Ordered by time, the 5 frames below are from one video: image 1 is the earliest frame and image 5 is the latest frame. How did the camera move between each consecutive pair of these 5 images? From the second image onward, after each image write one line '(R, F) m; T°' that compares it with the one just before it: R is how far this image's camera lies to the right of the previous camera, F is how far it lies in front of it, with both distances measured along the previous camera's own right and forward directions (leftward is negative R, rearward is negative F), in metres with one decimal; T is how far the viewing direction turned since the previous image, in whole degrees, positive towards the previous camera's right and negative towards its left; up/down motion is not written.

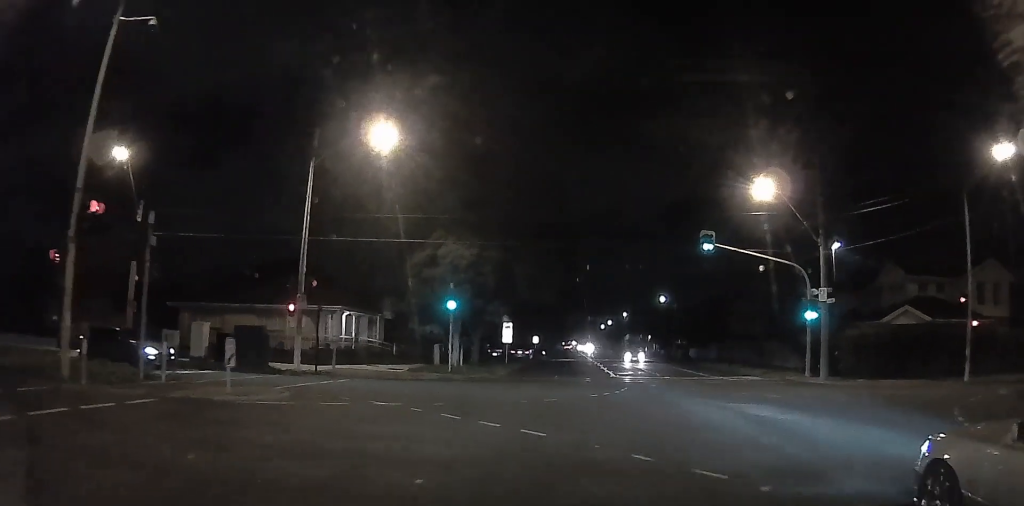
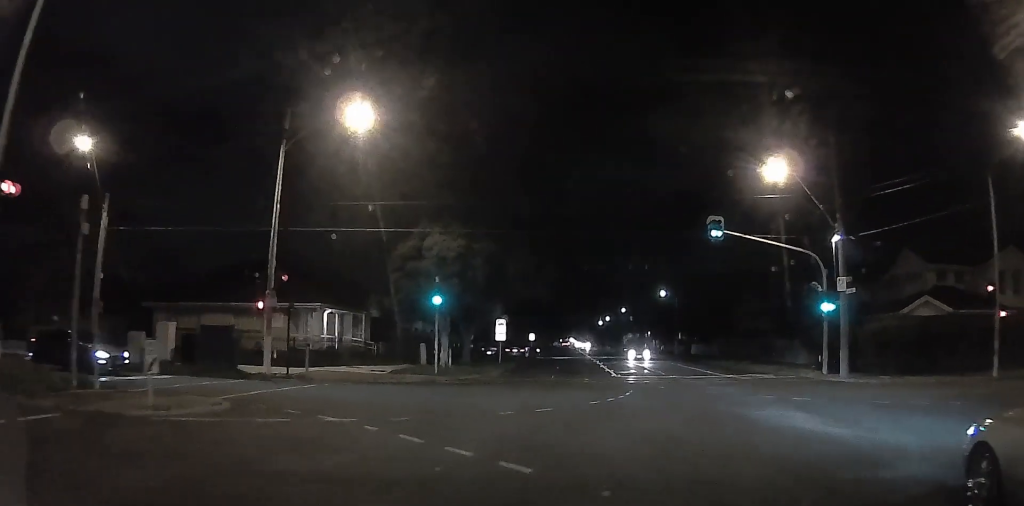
(0.0, +2.0) m; 0°
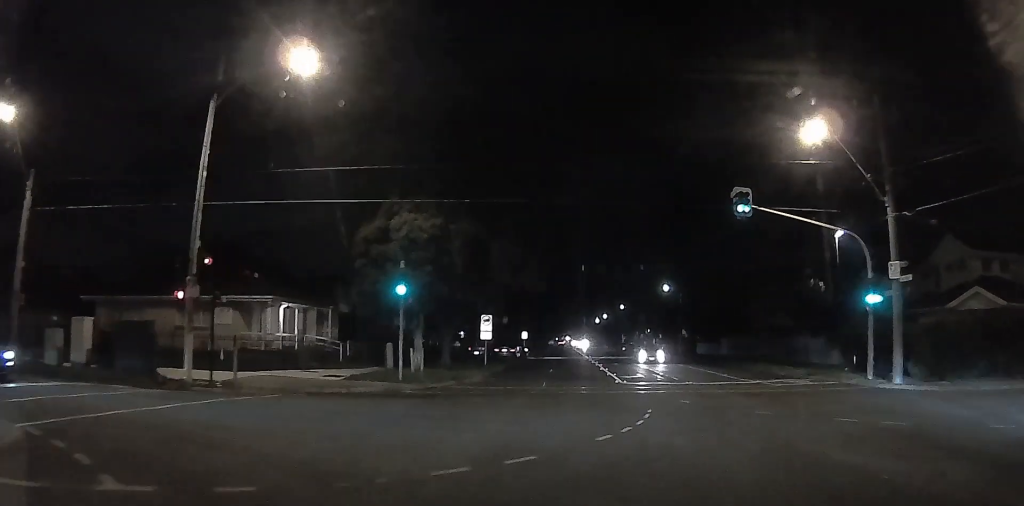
(0.0, +4.4) m; 0°
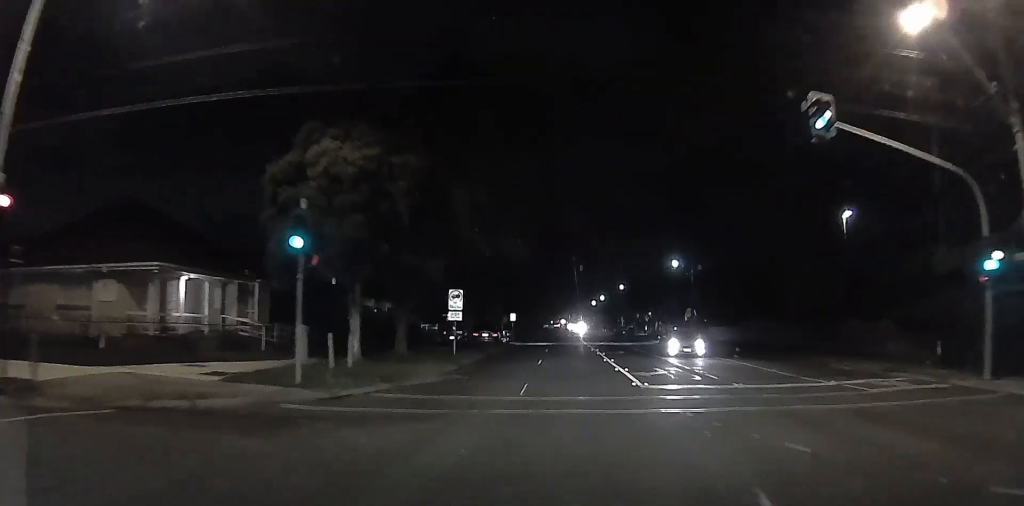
(0.0, +7.1) m; +1°
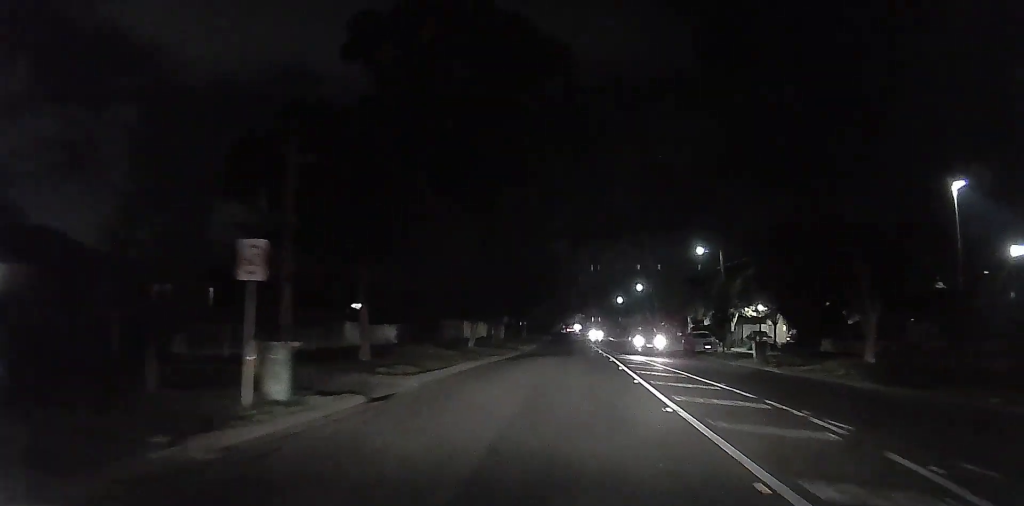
(+1.3, +48.5) m; +1°
